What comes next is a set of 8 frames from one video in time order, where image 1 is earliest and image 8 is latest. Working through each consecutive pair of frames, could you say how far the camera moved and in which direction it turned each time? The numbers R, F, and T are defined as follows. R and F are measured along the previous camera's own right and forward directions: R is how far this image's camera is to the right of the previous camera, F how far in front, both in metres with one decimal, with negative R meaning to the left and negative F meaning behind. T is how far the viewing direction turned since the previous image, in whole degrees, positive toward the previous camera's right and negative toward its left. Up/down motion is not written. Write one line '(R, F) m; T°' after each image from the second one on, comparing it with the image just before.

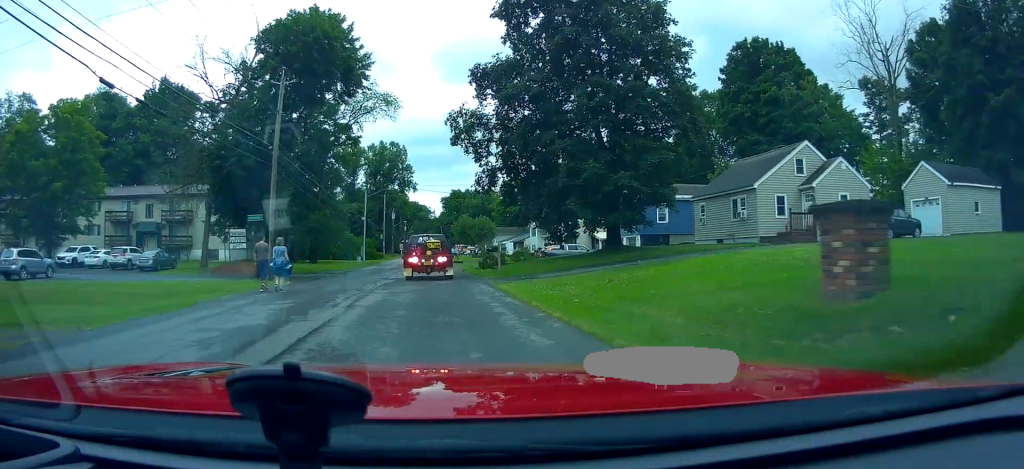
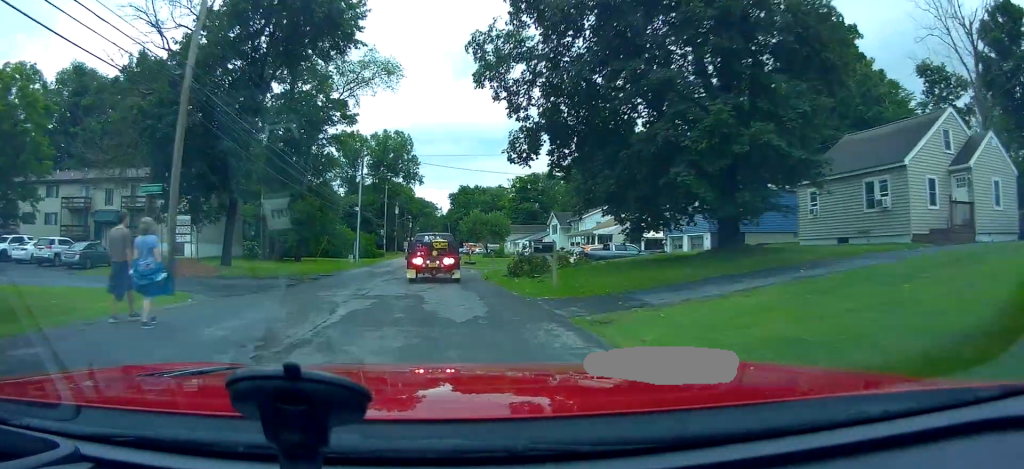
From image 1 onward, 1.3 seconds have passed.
(-0.4, +10.3) m; -2°
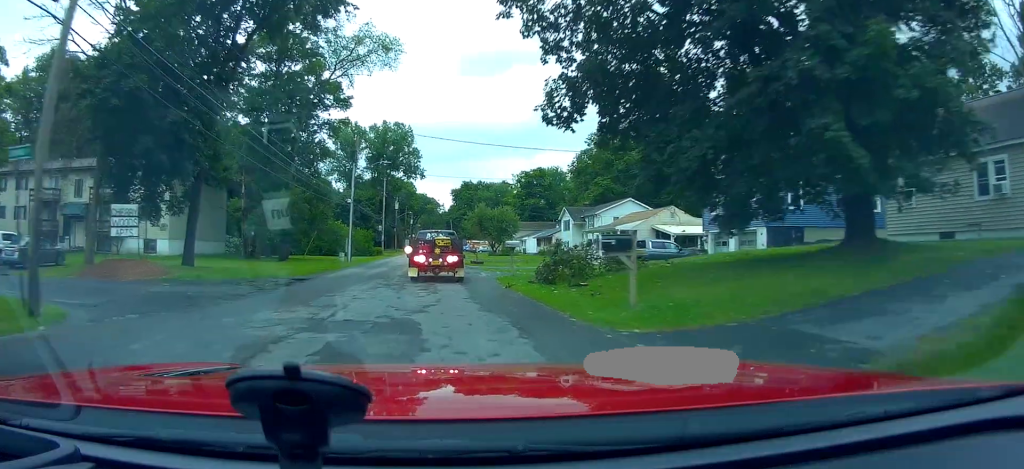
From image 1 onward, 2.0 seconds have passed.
(0.0, +5.9) m; 0°
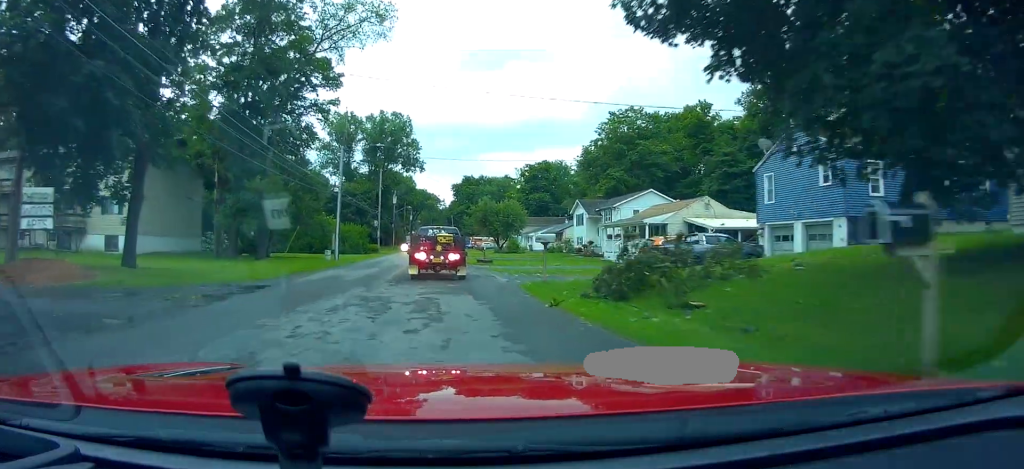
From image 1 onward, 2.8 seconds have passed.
(0.0, +6.3) m; 0°
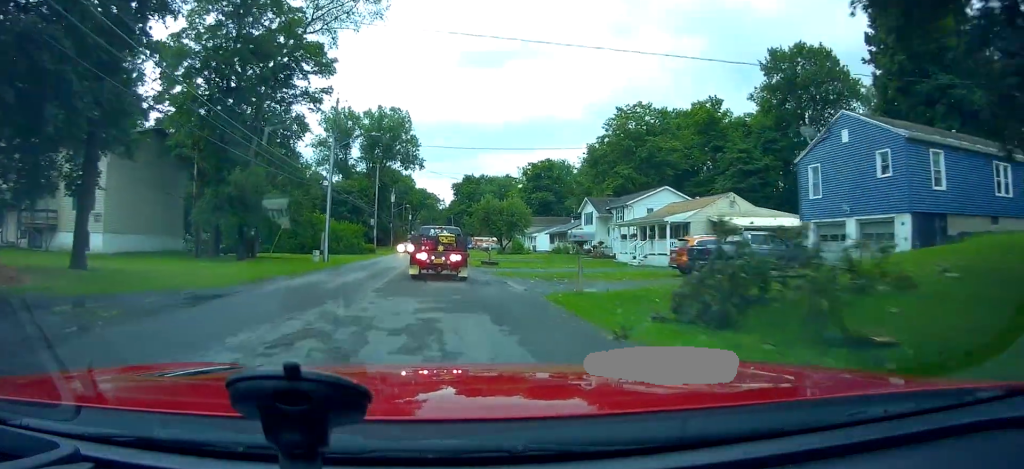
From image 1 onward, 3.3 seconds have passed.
(0.0, +3.9) m; 0°
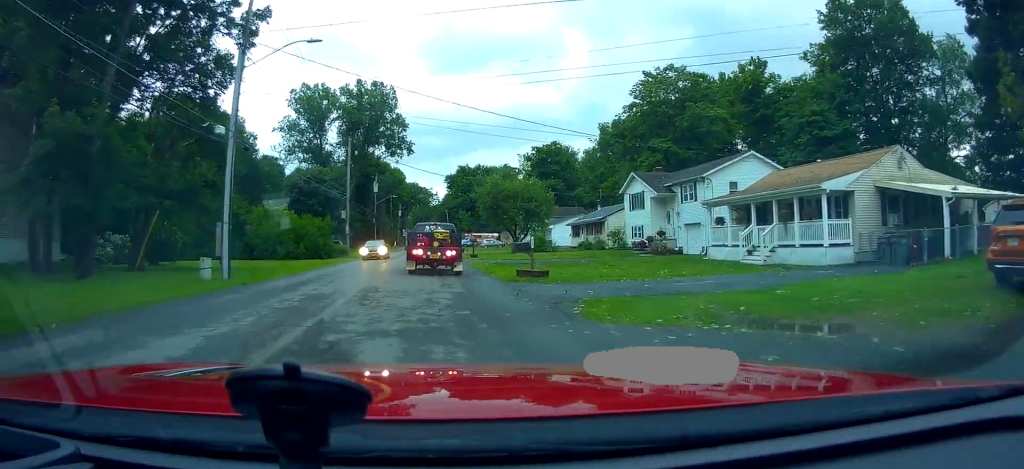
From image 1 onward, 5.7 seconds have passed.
(+0.6, +16.6) m; +2°
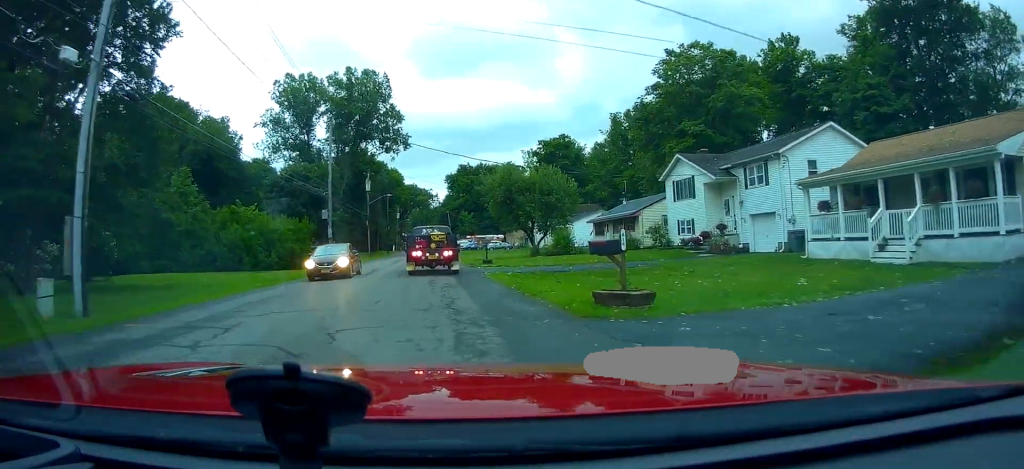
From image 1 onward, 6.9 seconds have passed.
(-0.3, +8.9) m; 0°
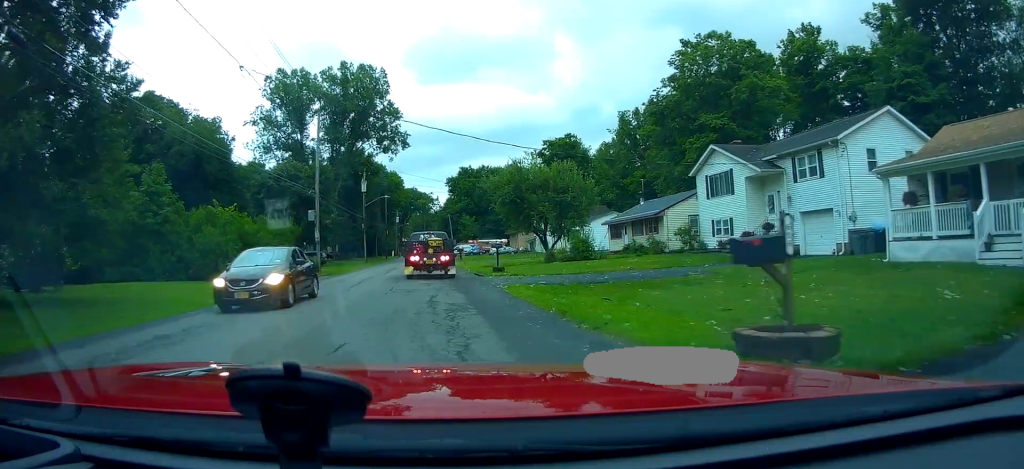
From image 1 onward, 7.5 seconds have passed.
(-0.1, +4.8) m; +3°
